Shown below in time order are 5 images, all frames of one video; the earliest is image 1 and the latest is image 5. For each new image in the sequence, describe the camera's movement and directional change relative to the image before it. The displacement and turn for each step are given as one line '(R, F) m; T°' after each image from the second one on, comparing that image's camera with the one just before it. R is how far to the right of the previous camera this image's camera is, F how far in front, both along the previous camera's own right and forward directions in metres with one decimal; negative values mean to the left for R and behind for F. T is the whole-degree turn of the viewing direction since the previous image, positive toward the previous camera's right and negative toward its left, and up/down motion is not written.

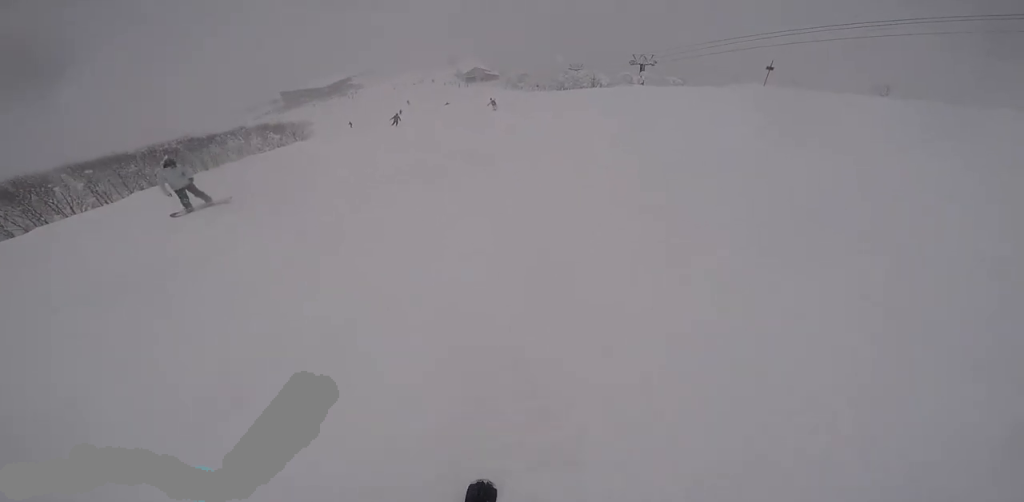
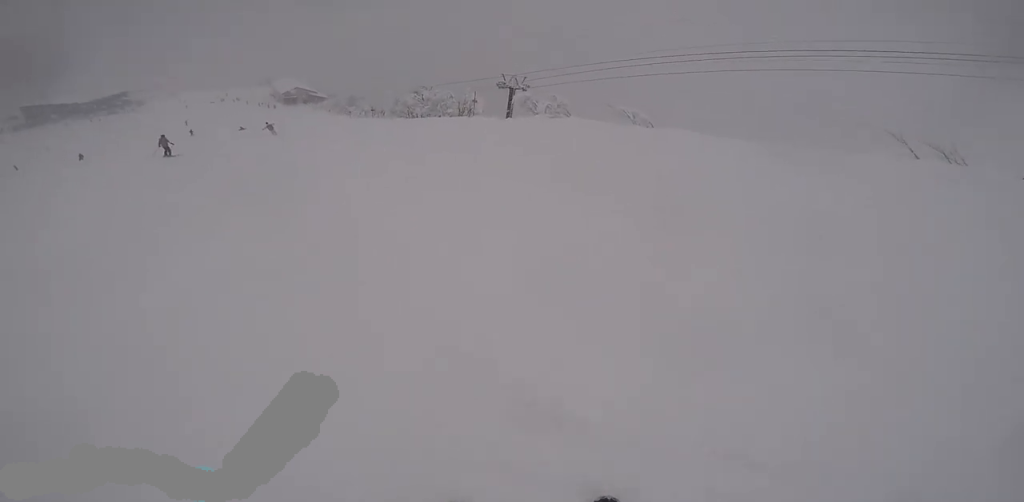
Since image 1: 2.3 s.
(+6.1, +15.0) m; +10°
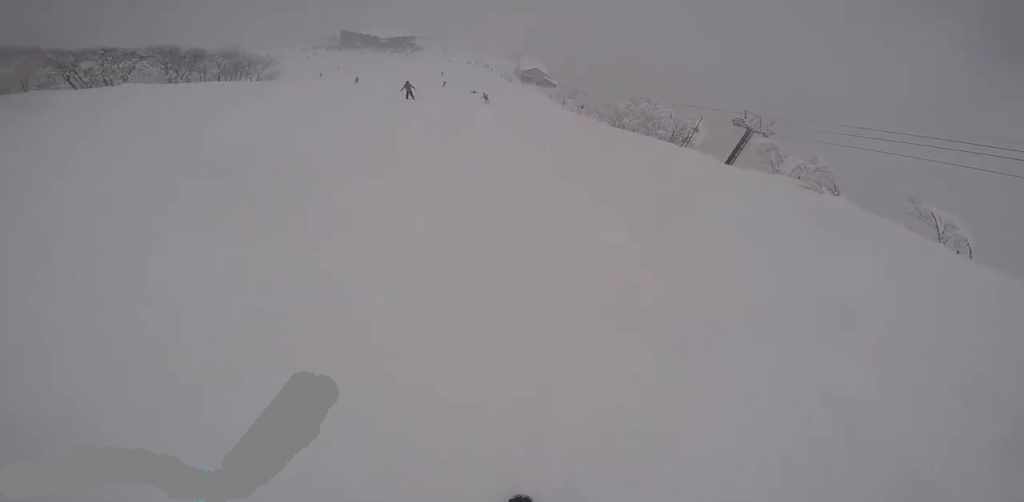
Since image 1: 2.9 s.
(-1.0, +3.7) m; -17°
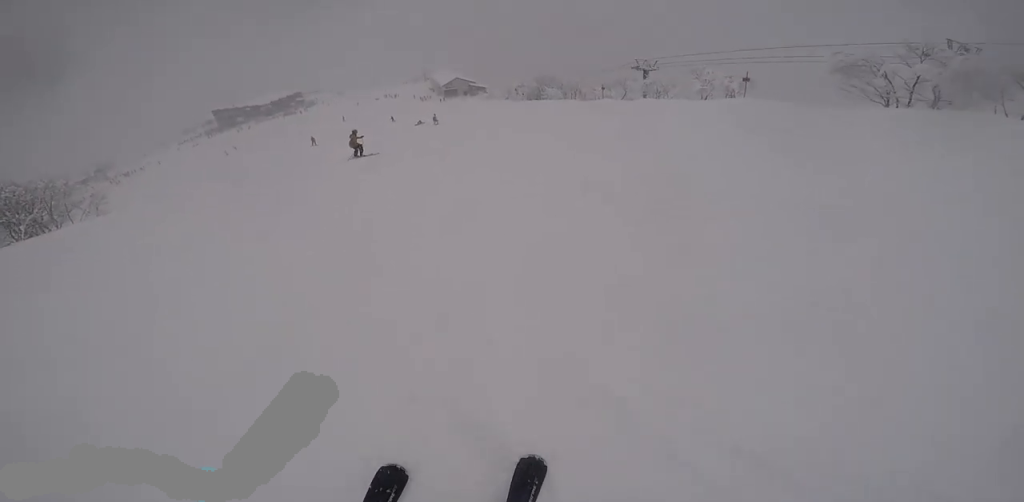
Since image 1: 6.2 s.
(-3.6, +22.0) m; +7°
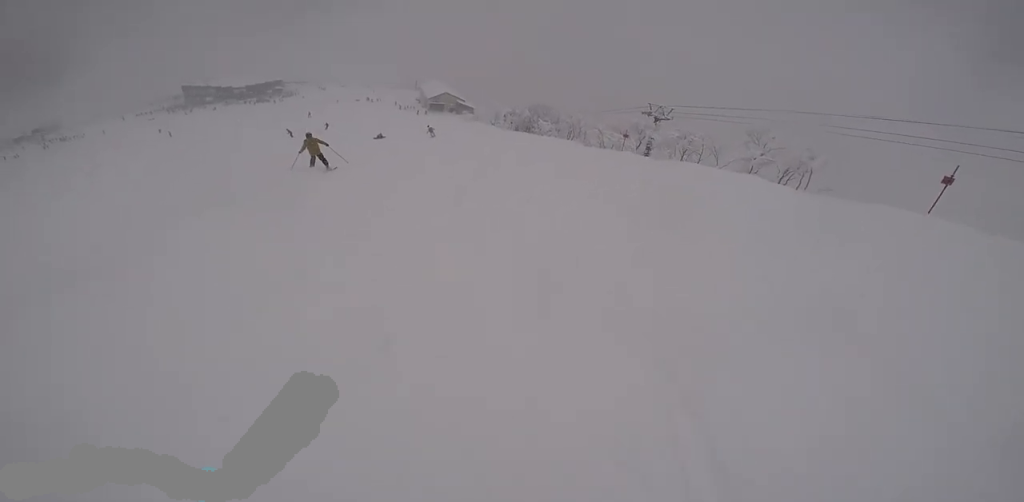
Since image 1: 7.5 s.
(+1.4, +10.0) m; 0°
